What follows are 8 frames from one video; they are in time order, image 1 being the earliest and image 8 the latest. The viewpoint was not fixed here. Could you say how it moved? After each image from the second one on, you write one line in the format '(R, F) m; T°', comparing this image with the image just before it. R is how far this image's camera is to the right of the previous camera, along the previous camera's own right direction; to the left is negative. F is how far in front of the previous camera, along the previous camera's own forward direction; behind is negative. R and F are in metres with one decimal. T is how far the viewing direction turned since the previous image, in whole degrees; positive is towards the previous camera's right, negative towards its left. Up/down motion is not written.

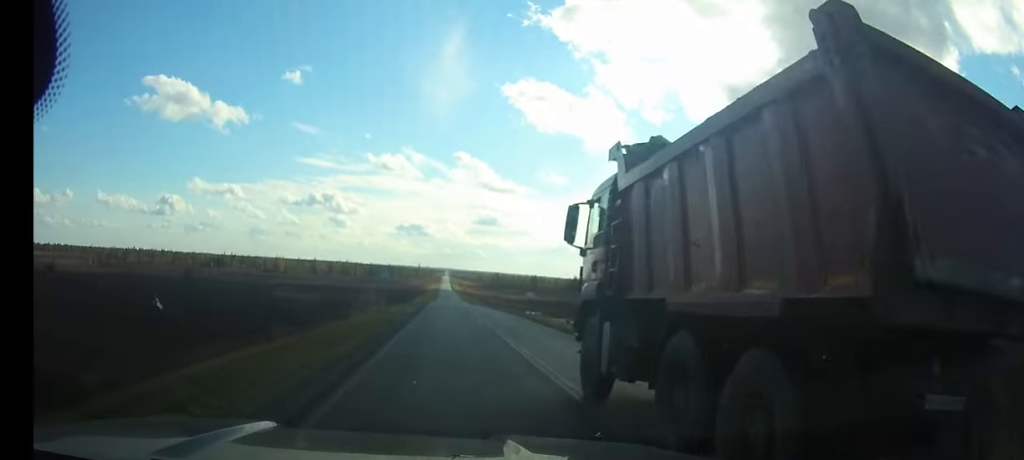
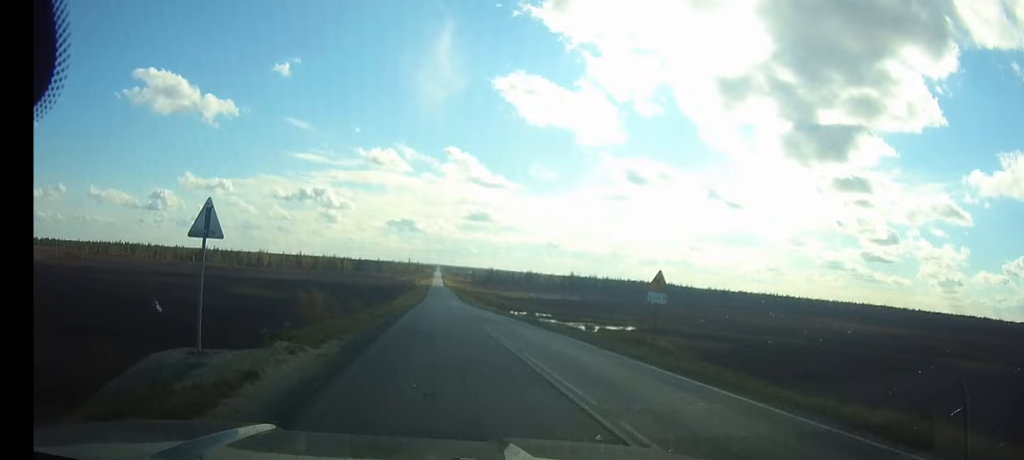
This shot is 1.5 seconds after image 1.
(+0.2, +32.0) m; 0°
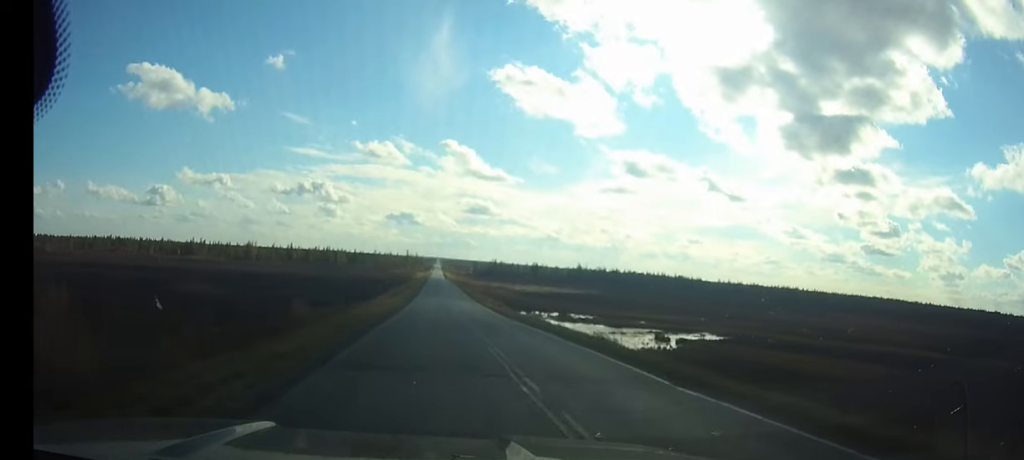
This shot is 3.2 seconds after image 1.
(+0.1, +38.2) m; 0°
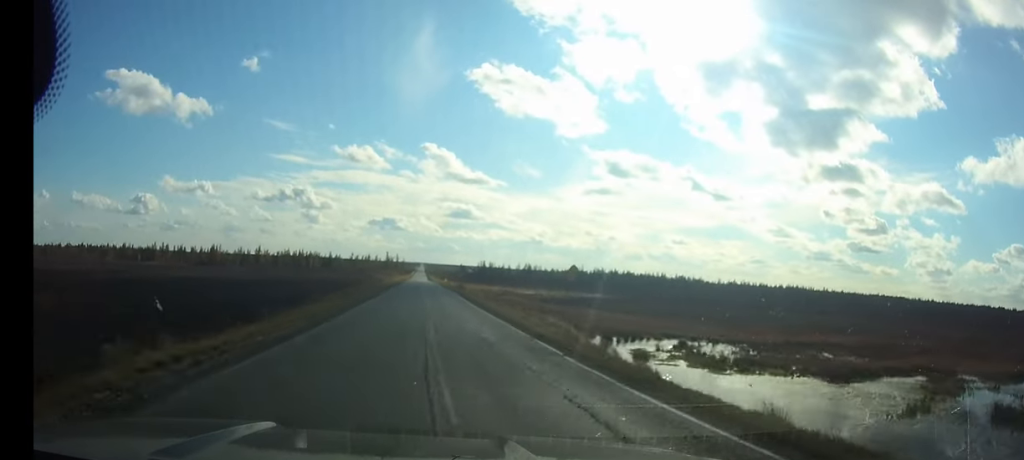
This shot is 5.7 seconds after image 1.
(+0.5, +58.6) m; +1°
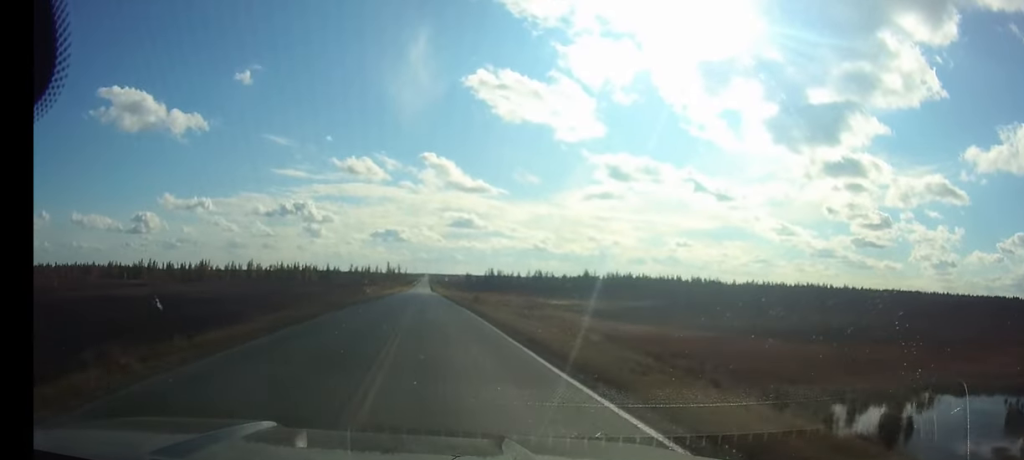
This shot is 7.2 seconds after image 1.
(-0.1, +33.9) m; -1°
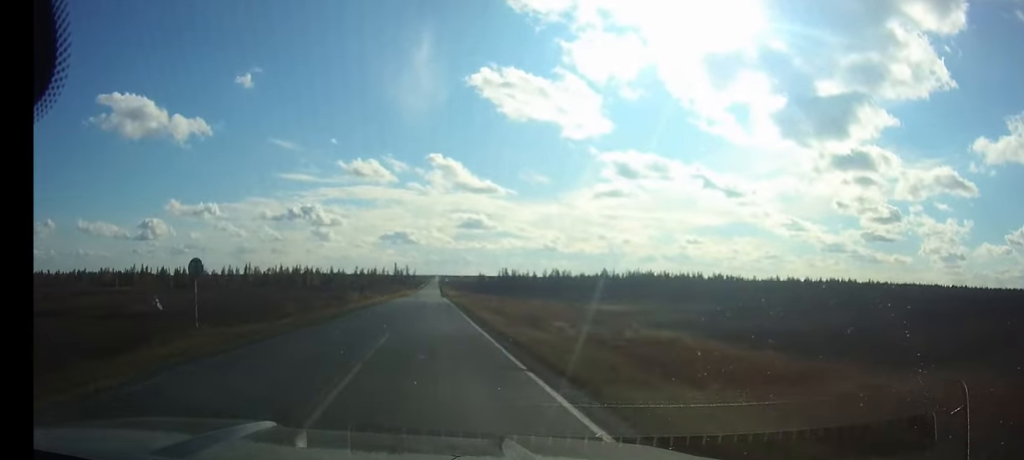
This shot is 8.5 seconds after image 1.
(-0.2, +30.6) m; -1°
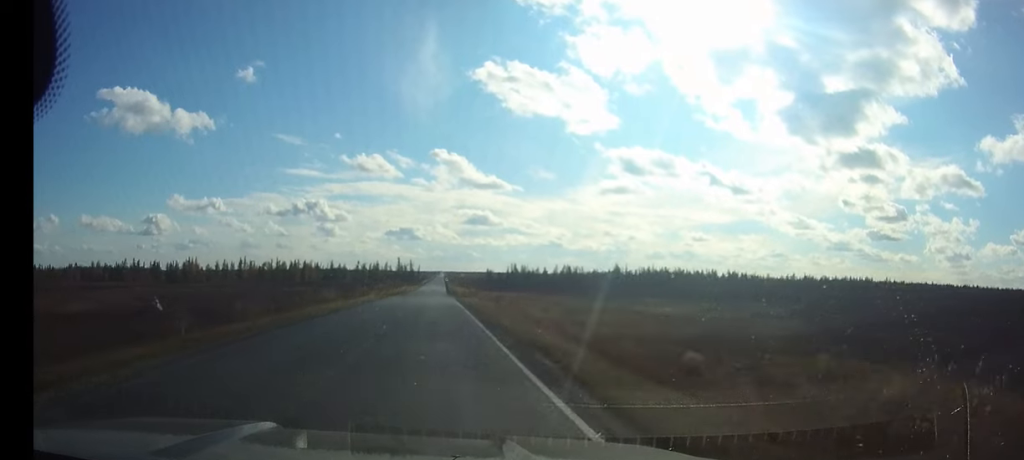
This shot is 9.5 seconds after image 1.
(-0.1, +23.4) m; 0°
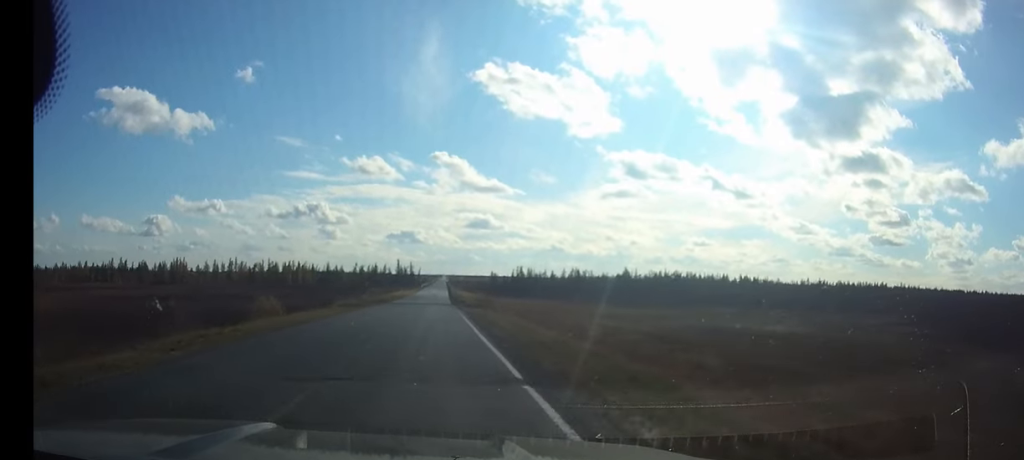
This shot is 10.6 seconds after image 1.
(-0.1, +22.0) m; -1°
